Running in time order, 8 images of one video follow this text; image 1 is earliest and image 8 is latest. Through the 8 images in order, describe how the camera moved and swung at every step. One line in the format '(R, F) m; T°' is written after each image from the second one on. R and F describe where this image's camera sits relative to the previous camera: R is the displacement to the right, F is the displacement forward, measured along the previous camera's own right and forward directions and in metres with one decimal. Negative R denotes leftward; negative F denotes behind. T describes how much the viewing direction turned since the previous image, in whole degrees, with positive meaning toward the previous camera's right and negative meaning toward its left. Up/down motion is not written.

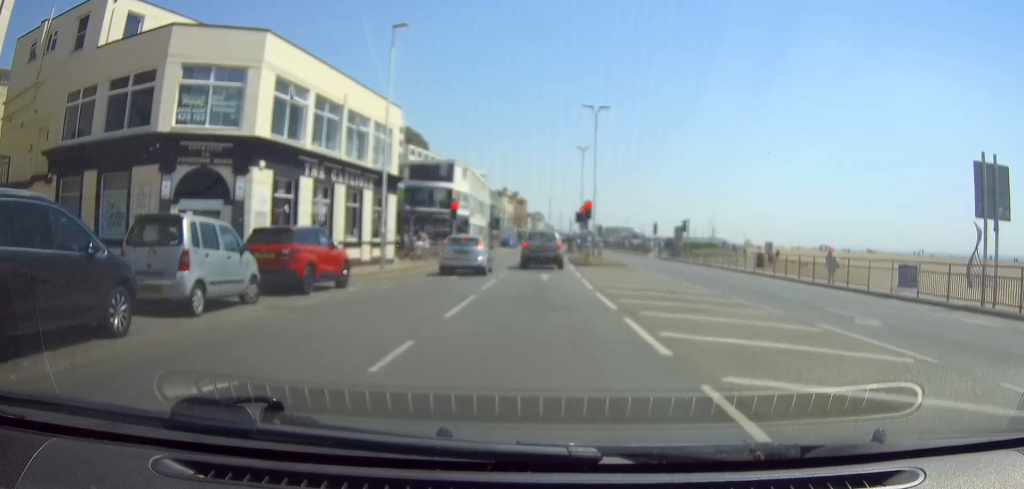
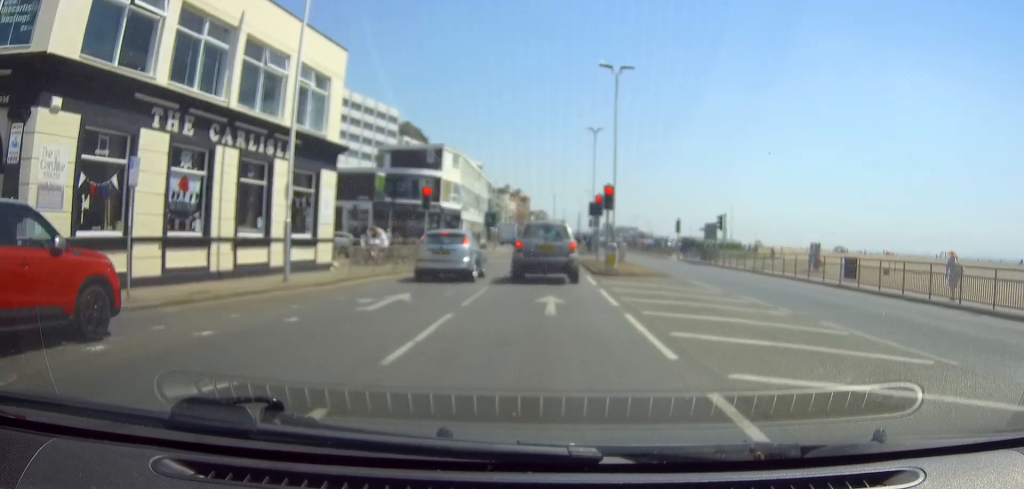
(+0.1, +9.5) m; +1°
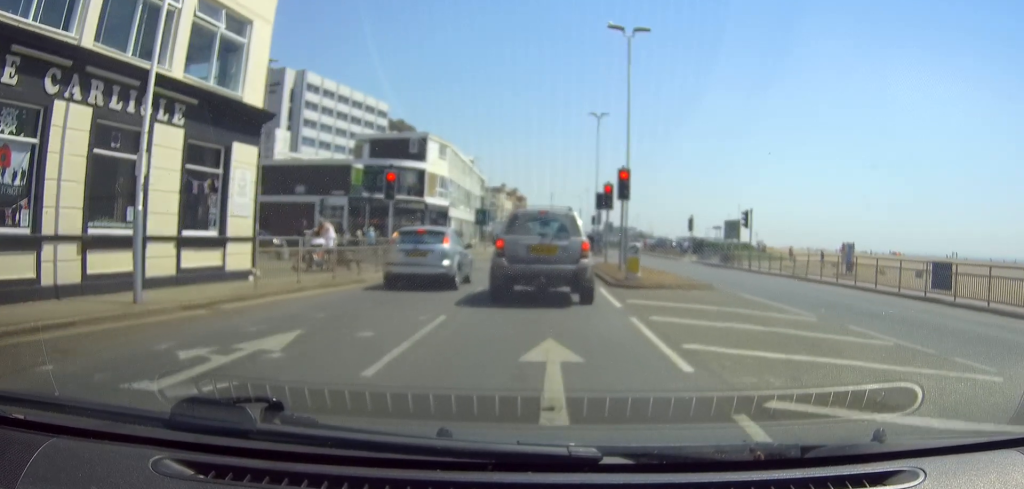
(-0.1, +6.4) m; 0°
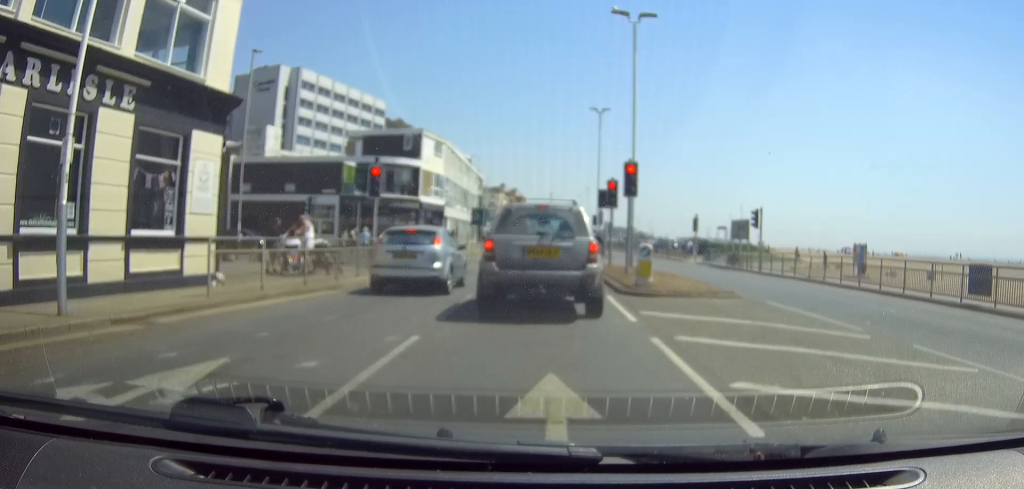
(0.0, +1.9) m; 0°
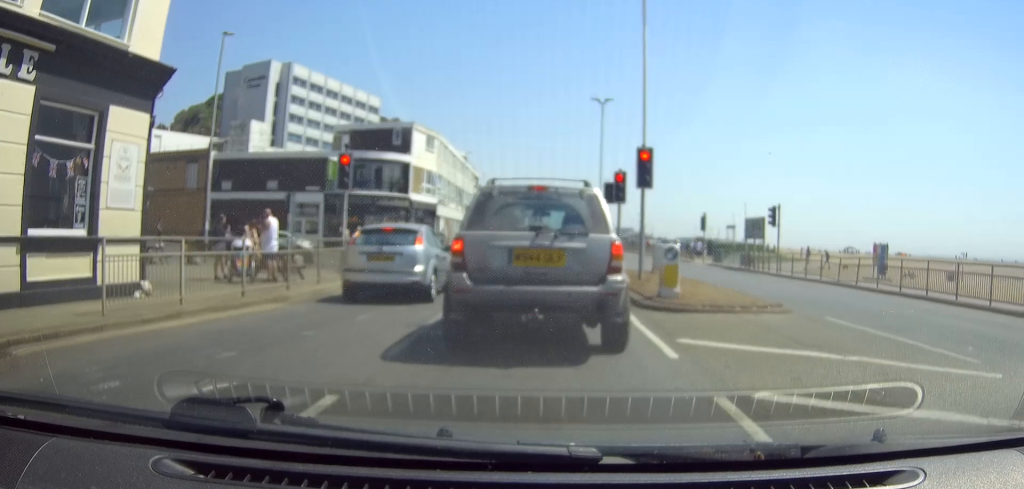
(0.0, +3.2) m; 0°
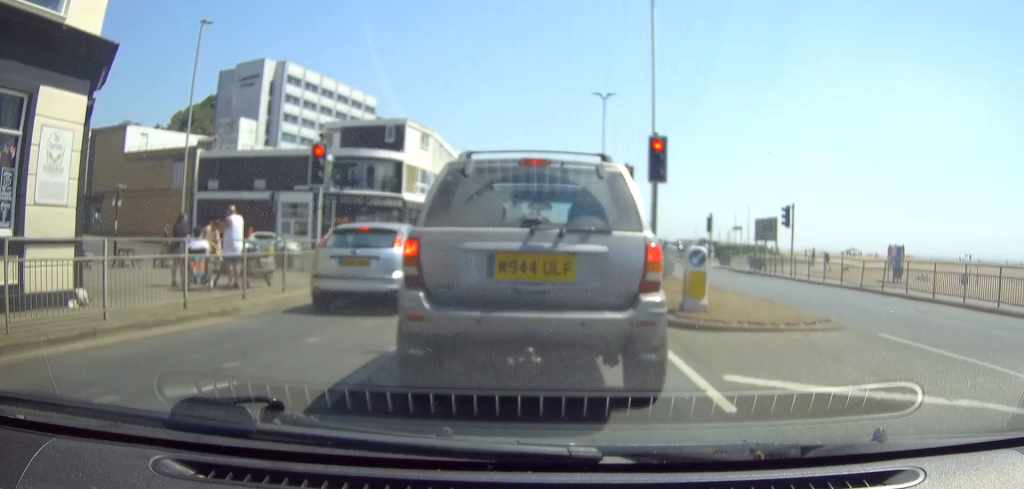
(0.0, +1.9) m; 0°
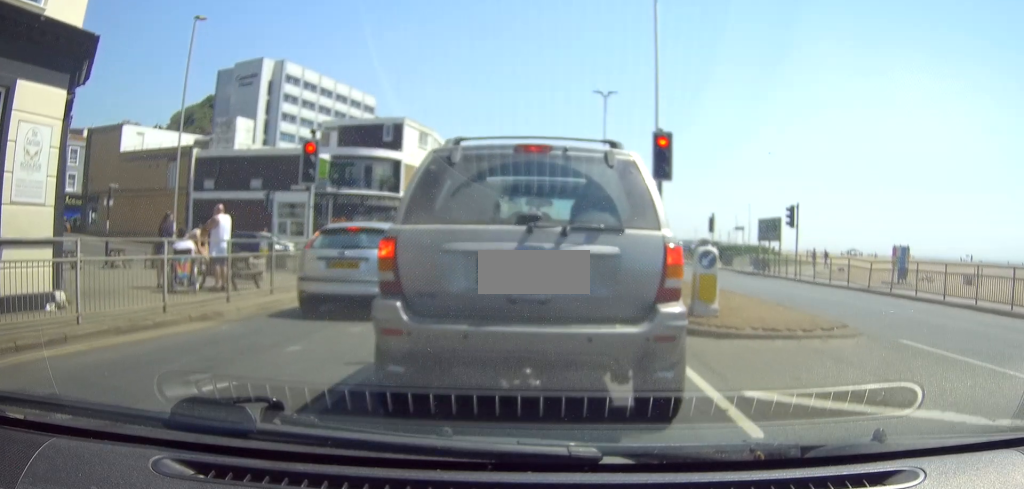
(0.0, +0.5) m; 0°
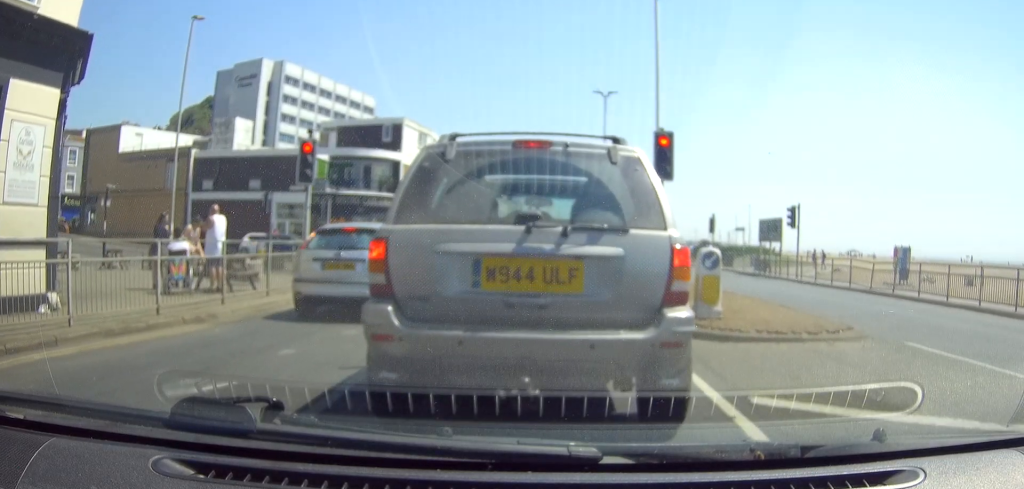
(0.0, +0.1) m; 0°
